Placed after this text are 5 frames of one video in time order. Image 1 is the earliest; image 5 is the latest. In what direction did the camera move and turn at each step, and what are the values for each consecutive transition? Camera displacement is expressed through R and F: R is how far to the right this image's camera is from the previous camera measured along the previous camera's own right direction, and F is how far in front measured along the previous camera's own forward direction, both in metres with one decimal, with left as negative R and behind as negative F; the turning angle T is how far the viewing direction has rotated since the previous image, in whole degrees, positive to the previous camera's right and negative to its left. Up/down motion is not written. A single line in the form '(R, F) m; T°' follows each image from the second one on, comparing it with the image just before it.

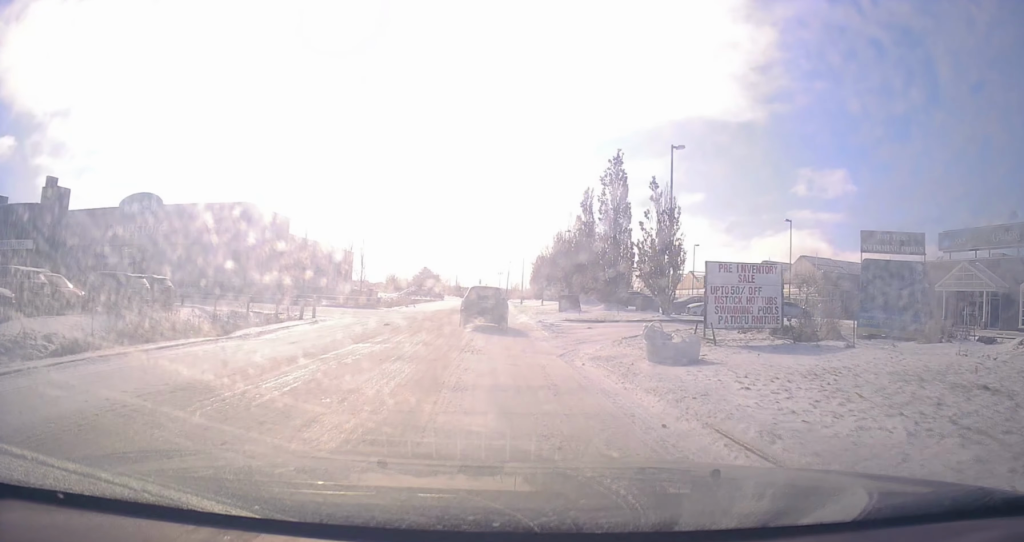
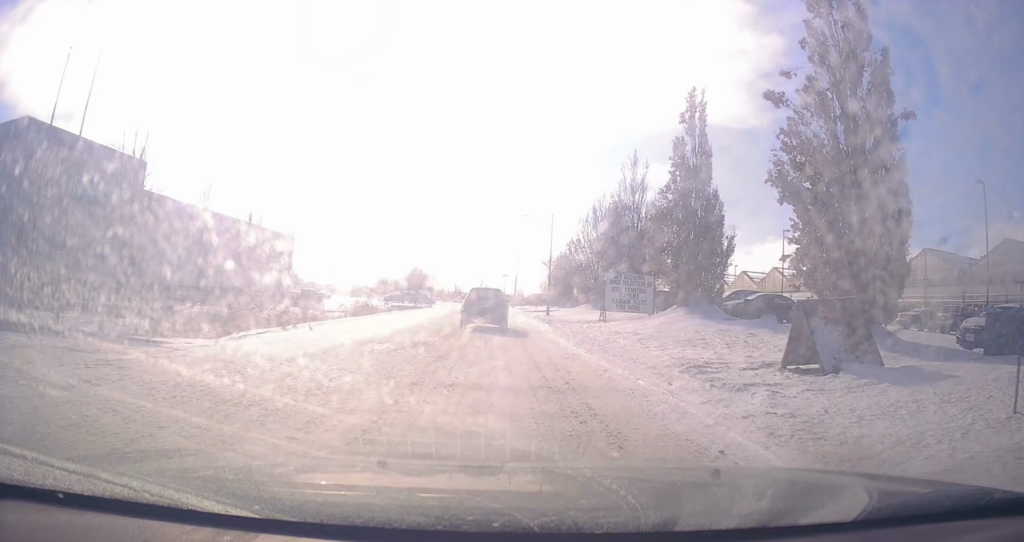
(+1.2, +29.0) m; +1°
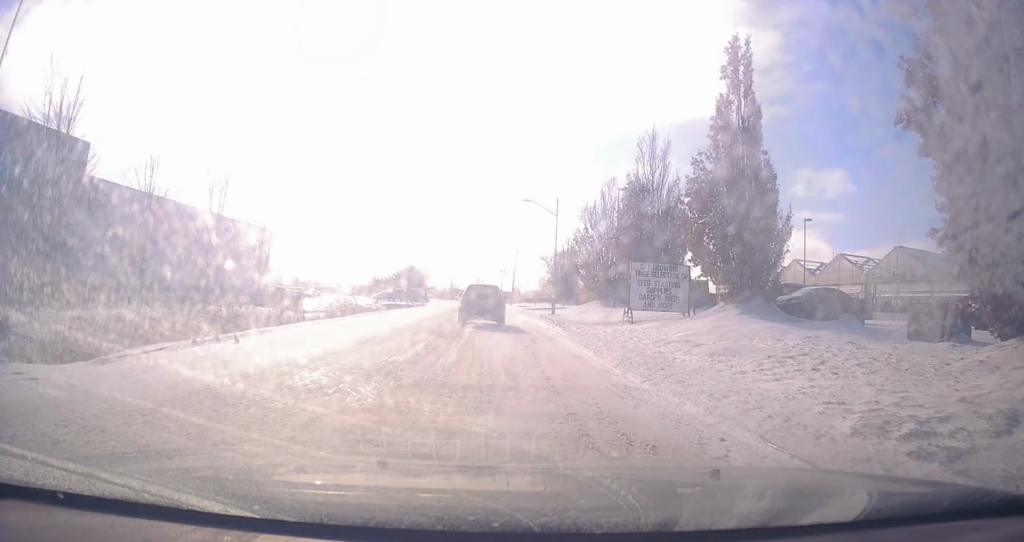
(-0.3, +5.8) m; 0°
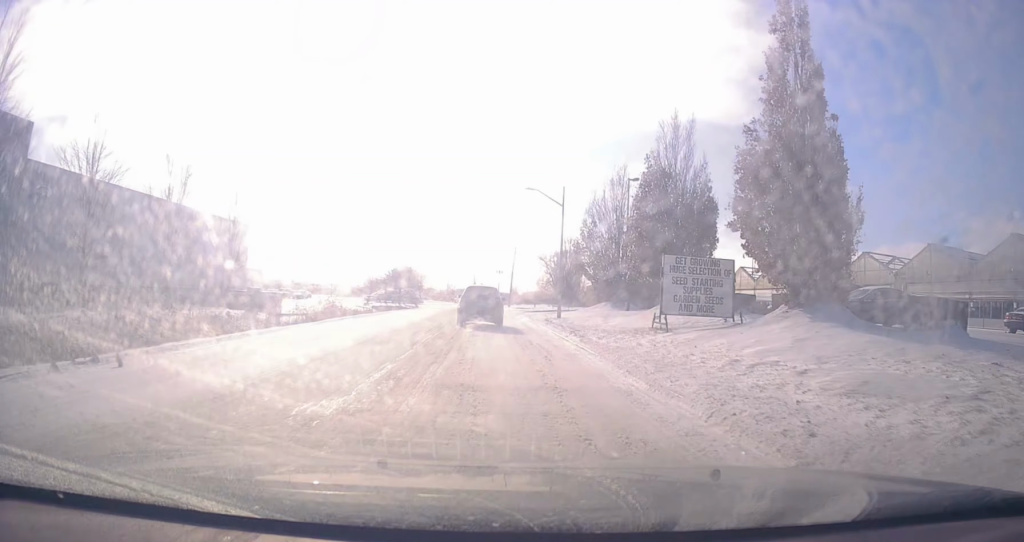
(+0.1, +5.2) m; +2°
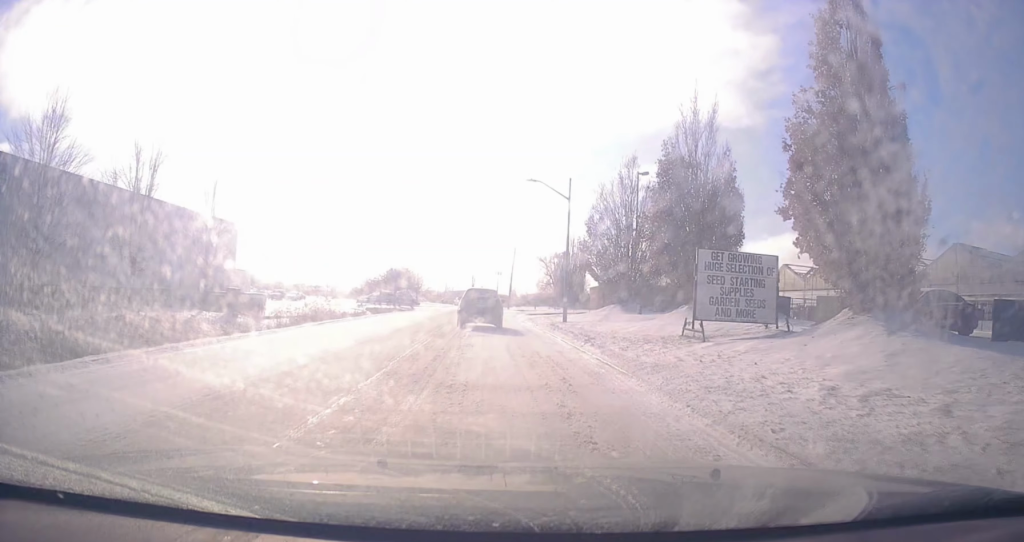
(0.0, +3.4) m; +2°
